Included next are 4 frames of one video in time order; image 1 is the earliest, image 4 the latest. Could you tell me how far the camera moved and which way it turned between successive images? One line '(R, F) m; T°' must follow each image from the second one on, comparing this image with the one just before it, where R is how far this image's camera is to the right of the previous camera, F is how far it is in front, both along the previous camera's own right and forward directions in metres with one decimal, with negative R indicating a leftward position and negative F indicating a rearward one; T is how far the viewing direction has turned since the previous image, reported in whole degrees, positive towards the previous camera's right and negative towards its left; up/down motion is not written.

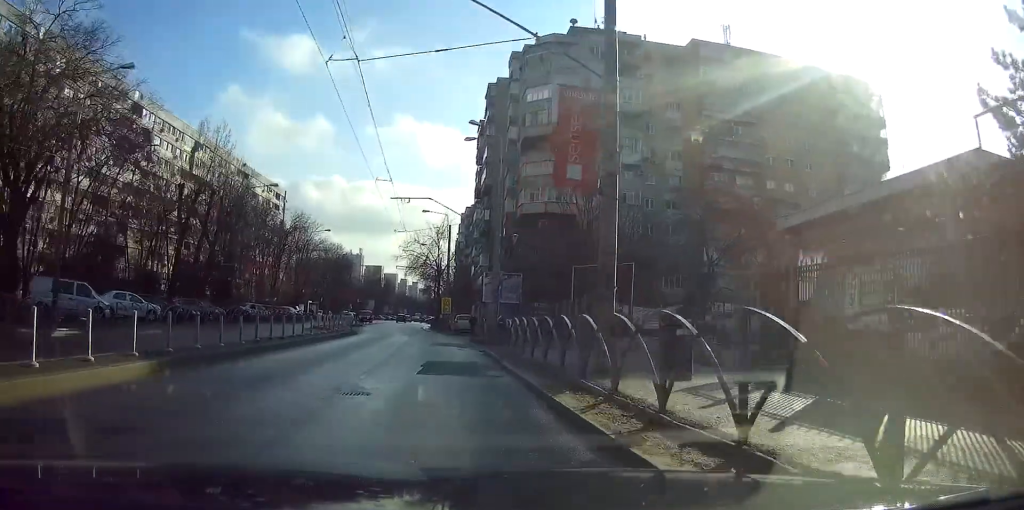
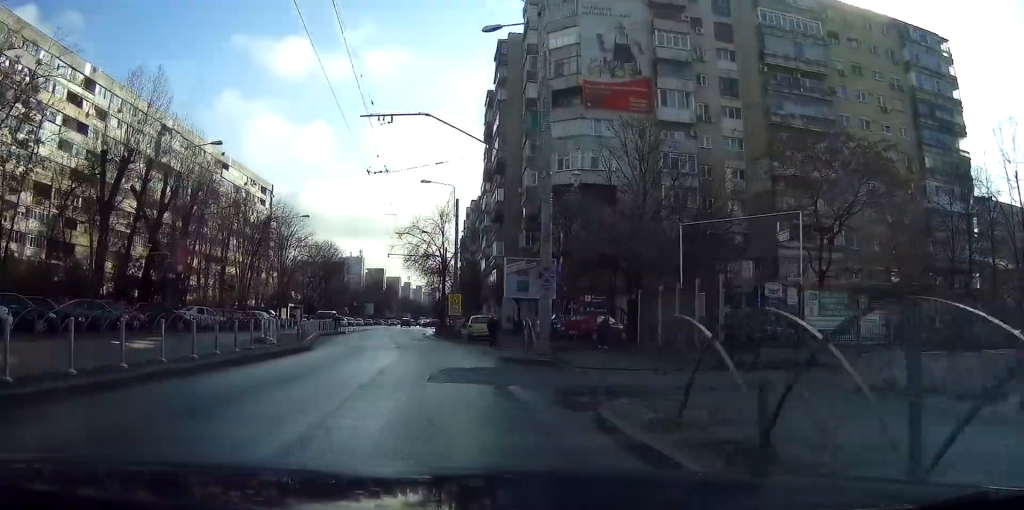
(0.0, +15.5) m; 0°
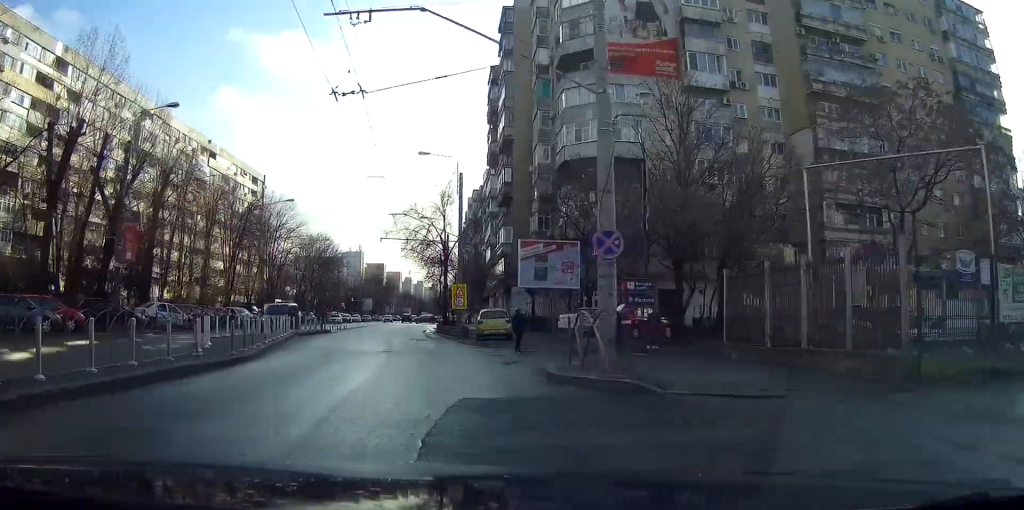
(0.0, +7.3) m; 0°
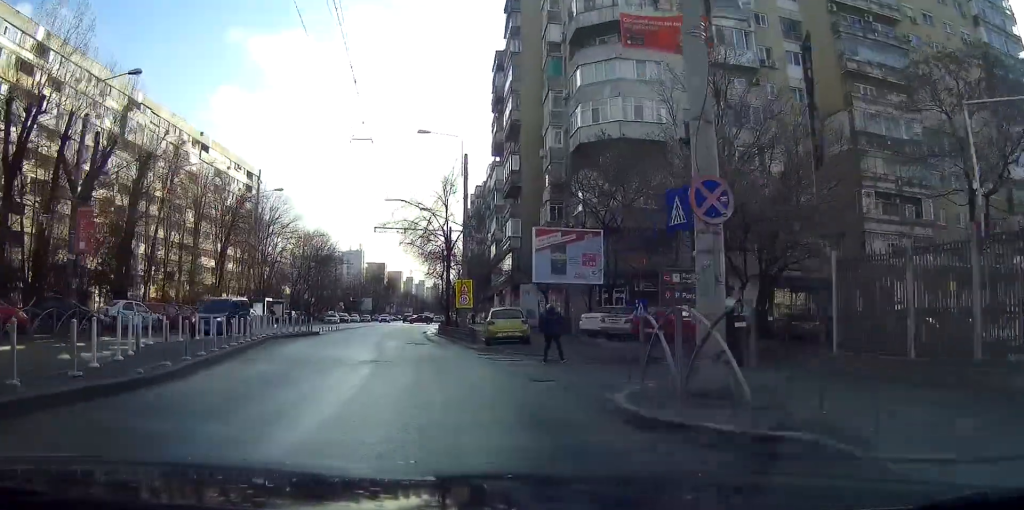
(0.0, +5.0) m; 0°
